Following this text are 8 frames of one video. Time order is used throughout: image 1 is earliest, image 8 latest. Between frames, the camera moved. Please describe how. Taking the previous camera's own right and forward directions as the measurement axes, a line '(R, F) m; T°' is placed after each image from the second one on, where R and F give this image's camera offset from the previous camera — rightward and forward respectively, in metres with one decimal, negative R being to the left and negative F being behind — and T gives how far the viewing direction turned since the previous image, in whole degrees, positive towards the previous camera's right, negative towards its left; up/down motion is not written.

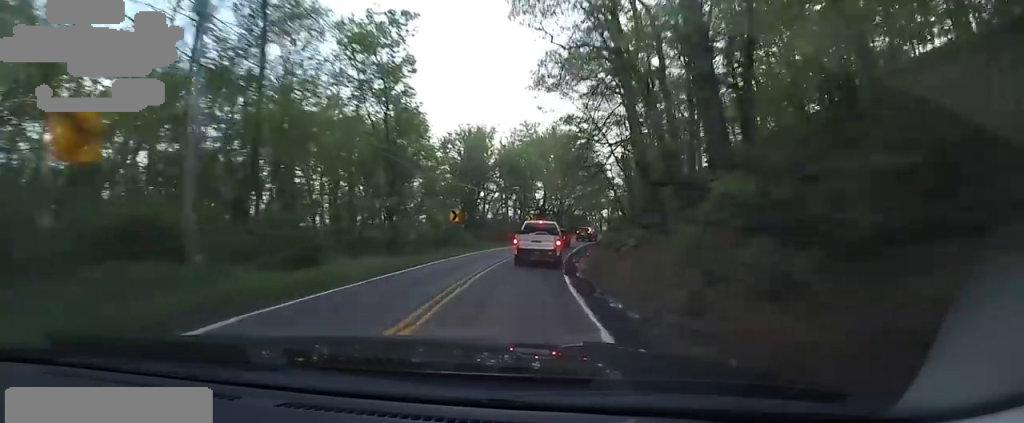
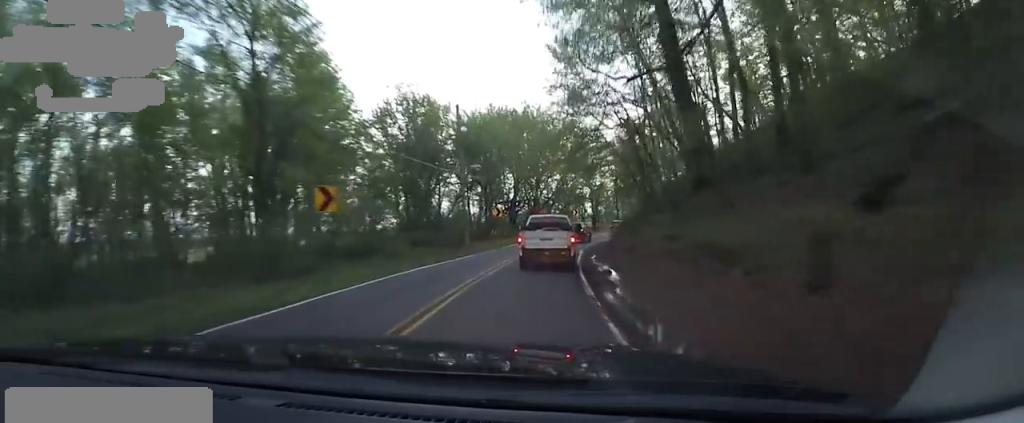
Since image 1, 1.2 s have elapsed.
(+0.2, +16.1) m; +7°
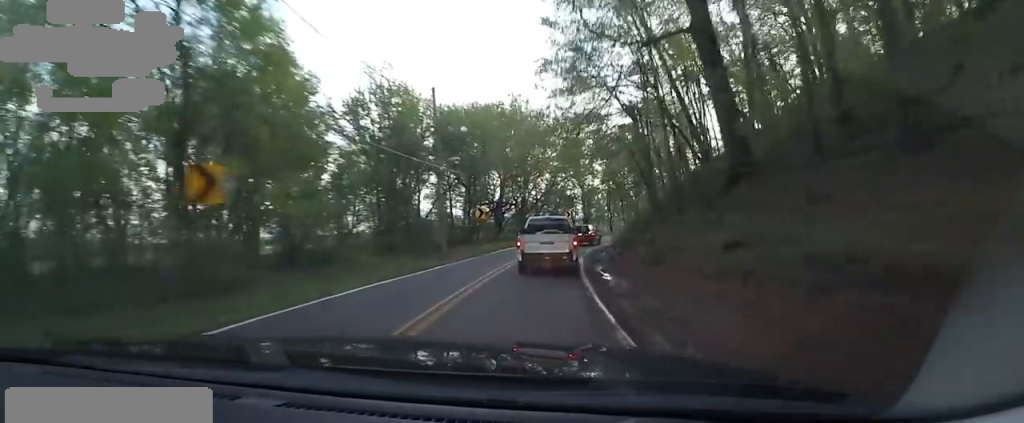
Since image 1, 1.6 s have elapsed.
(-0.1, +5.0) m; +4°
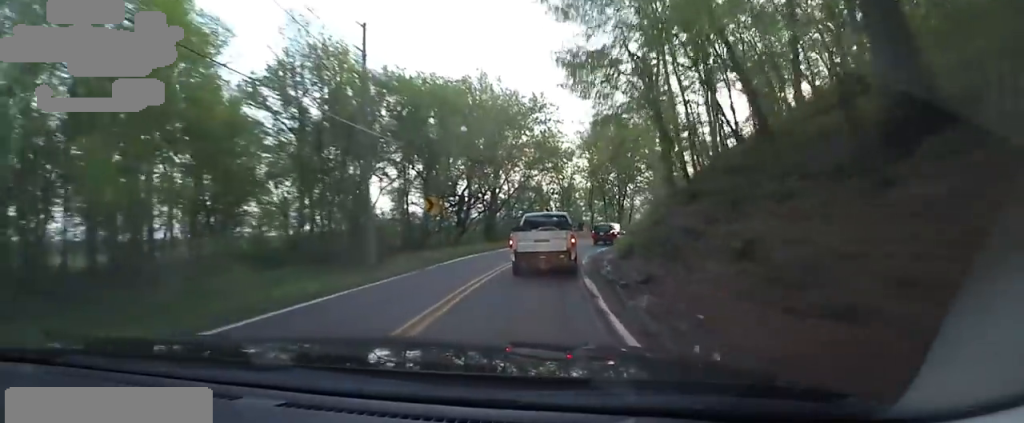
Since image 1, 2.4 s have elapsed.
(+0.9, +9.4) m; +2°
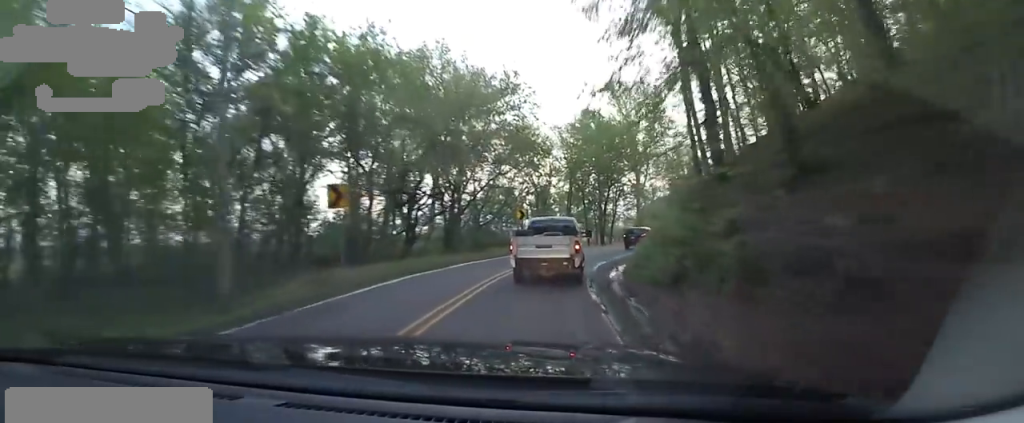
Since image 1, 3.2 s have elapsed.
(-0.1, +9.2) m; +1°
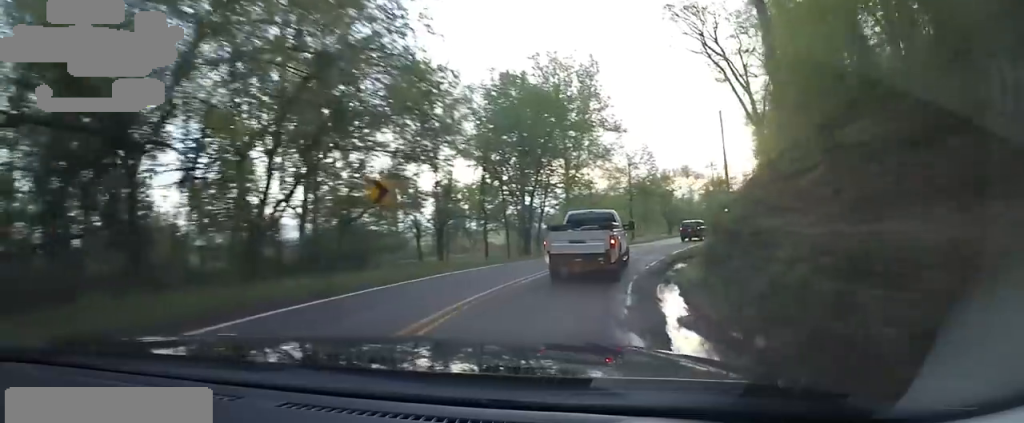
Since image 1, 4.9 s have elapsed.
(+1.0, +19.0) m; +10°
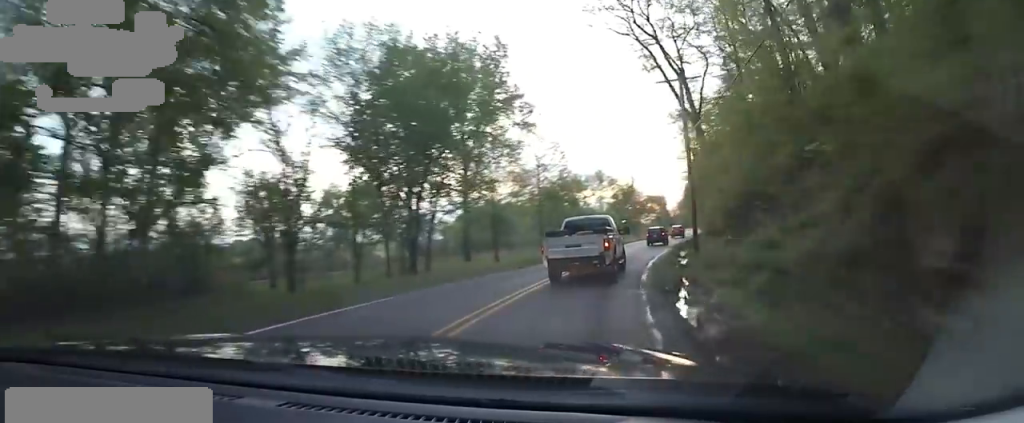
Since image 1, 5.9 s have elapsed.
(+0.7, +11.9) m; +6°
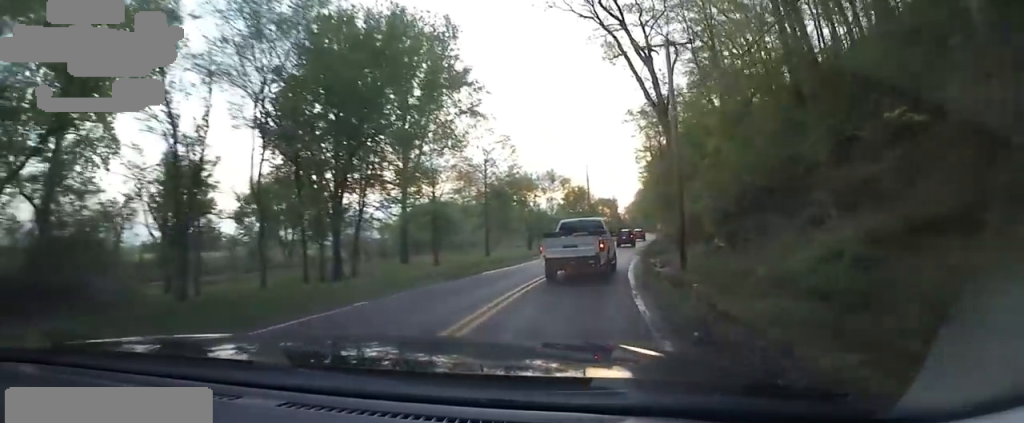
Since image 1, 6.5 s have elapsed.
(0.0, +6.1) m; +4°
